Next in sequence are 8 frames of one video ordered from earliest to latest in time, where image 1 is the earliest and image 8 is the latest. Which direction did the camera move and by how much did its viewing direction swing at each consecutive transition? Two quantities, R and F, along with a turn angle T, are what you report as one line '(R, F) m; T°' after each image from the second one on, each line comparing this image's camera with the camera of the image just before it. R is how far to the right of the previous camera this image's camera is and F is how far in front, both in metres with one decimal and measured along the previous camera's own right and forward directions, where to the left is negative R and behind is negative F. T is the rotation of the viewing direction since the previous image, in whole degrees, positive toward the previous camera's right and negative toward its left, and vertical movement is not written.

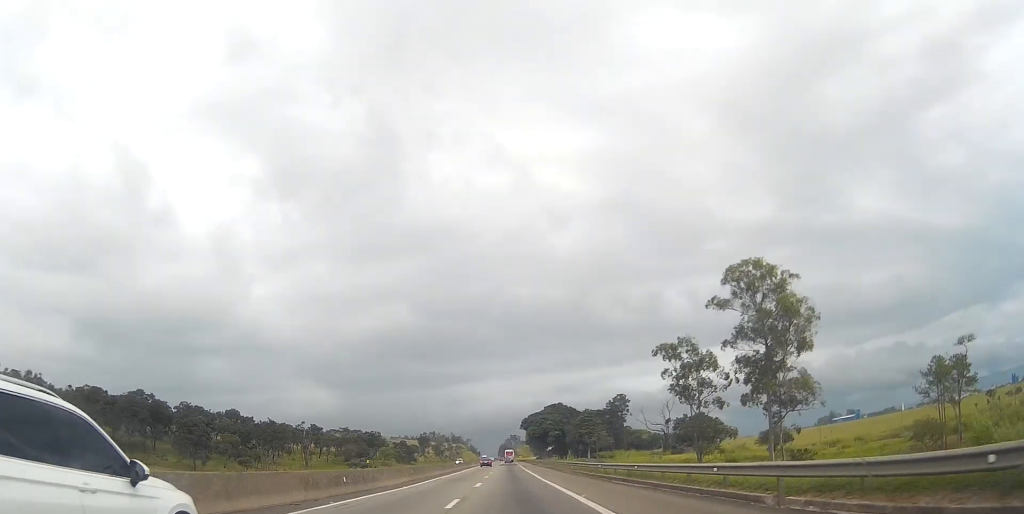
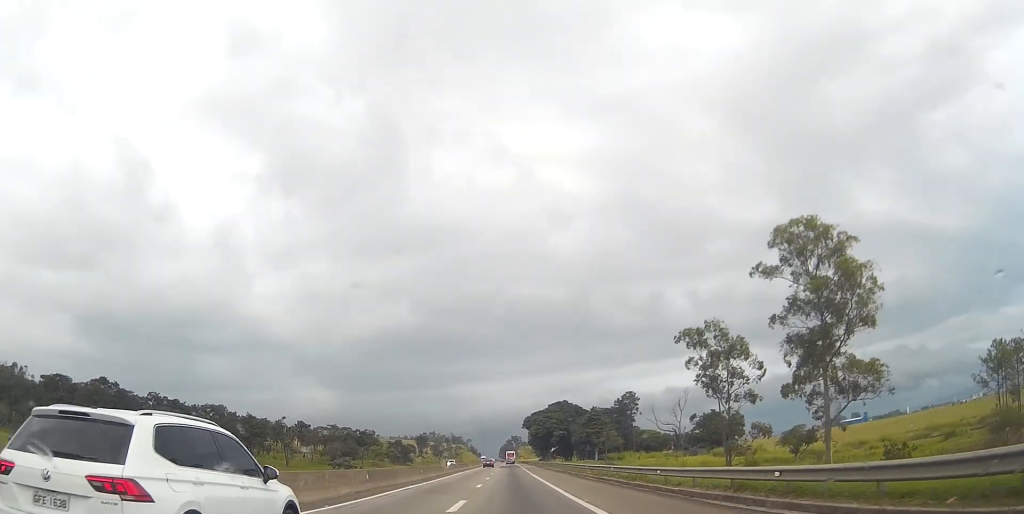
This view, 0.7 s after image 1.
(0.0, +16.4) m; 0°
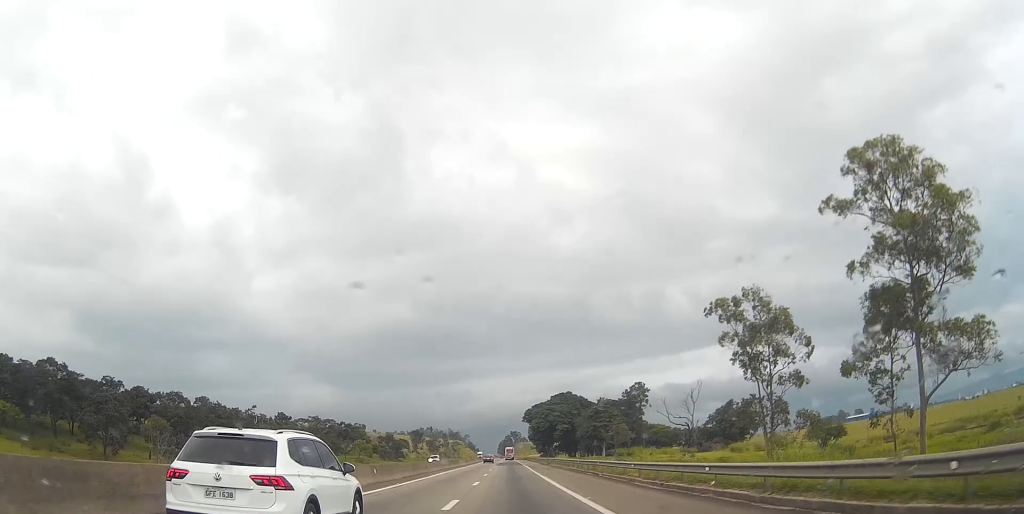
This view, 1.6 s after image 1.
(0.0, +18.6) m; 0°
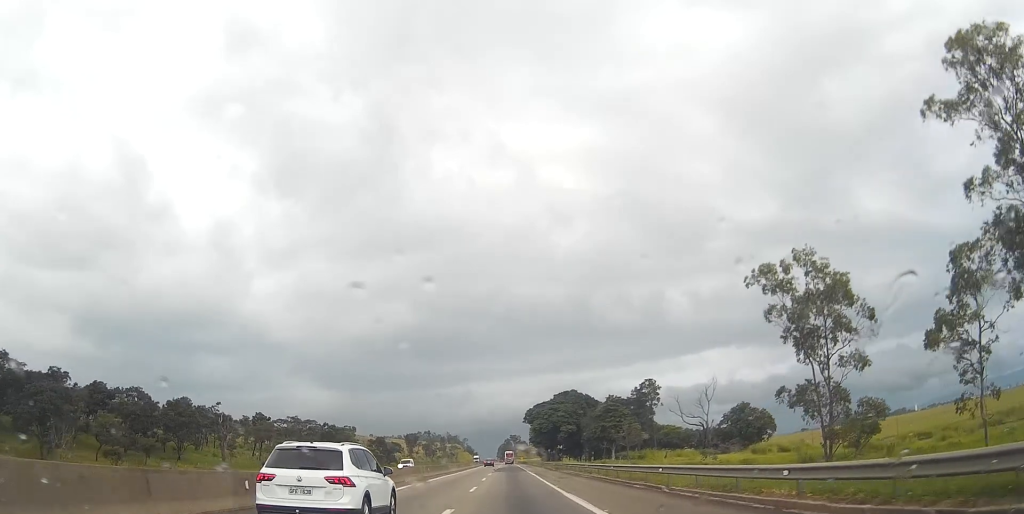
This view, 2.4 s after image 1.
(-0.1, +18.0) m; 0°
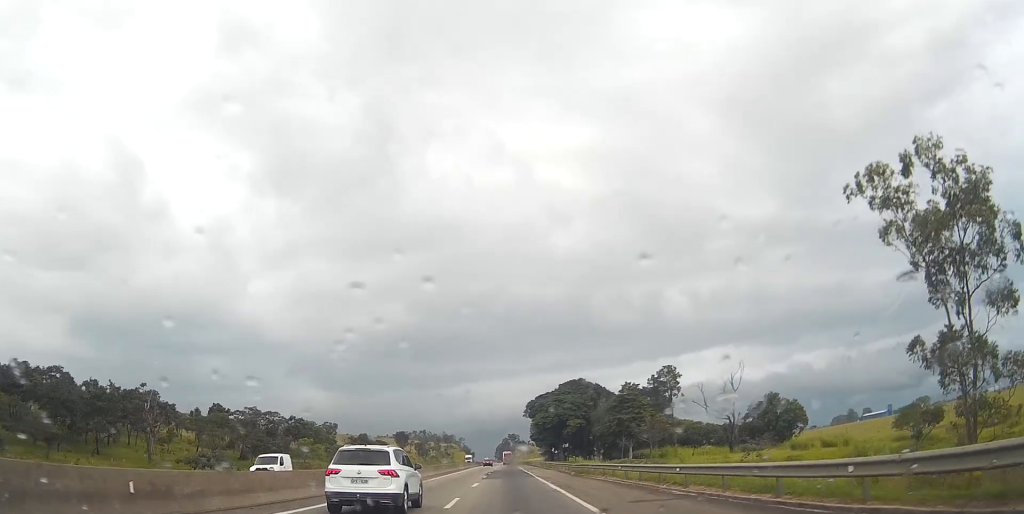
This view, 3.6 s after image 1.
(+0.1, +27.3) m; 0°
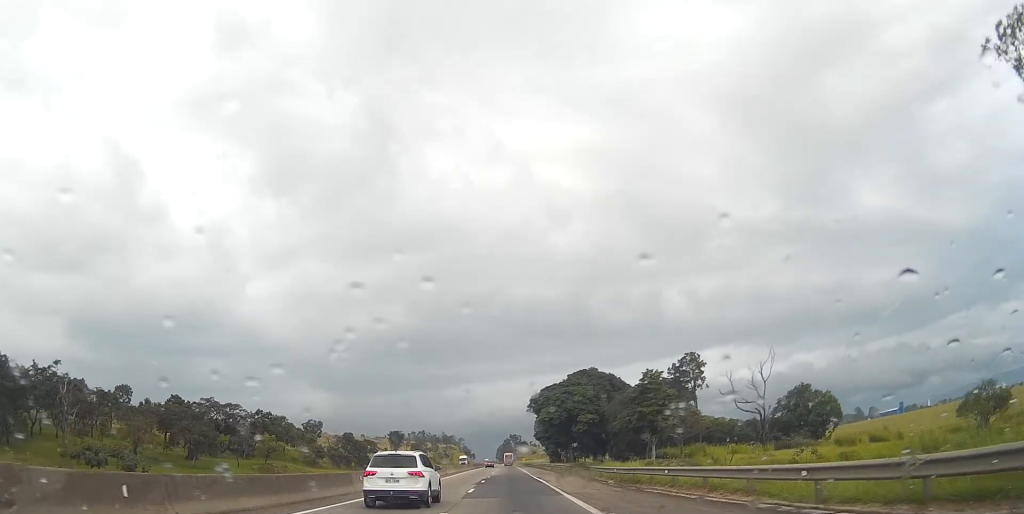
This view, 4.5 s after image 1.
(0.0, +22.2) m; 0°
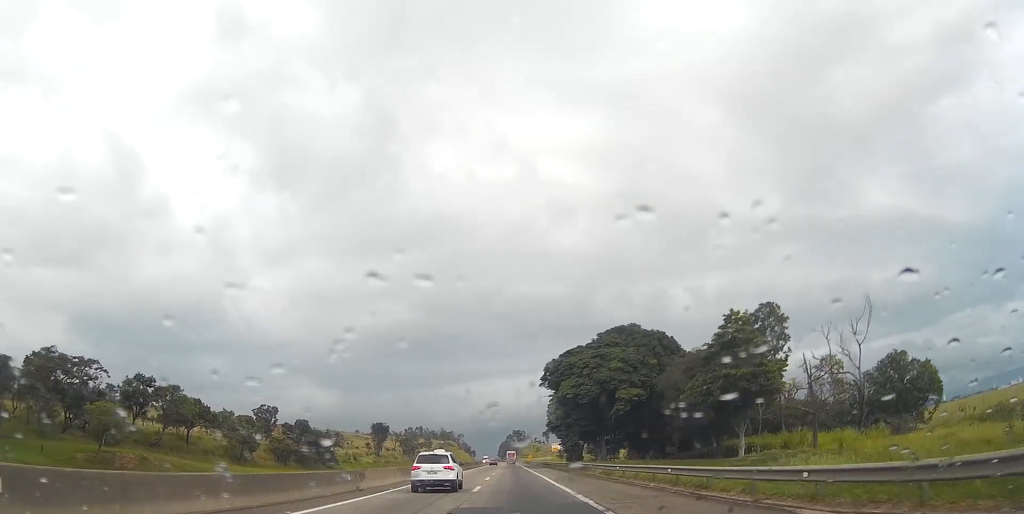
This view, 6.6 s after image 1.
(+0.1, +47.5) m; 0°
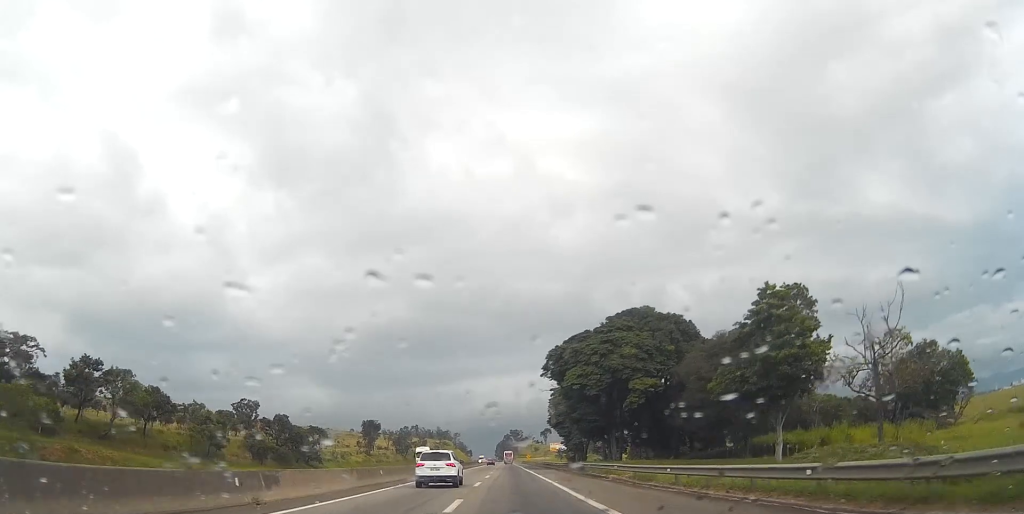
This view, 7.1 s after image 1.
(0.0, +12.4) m; 0°
